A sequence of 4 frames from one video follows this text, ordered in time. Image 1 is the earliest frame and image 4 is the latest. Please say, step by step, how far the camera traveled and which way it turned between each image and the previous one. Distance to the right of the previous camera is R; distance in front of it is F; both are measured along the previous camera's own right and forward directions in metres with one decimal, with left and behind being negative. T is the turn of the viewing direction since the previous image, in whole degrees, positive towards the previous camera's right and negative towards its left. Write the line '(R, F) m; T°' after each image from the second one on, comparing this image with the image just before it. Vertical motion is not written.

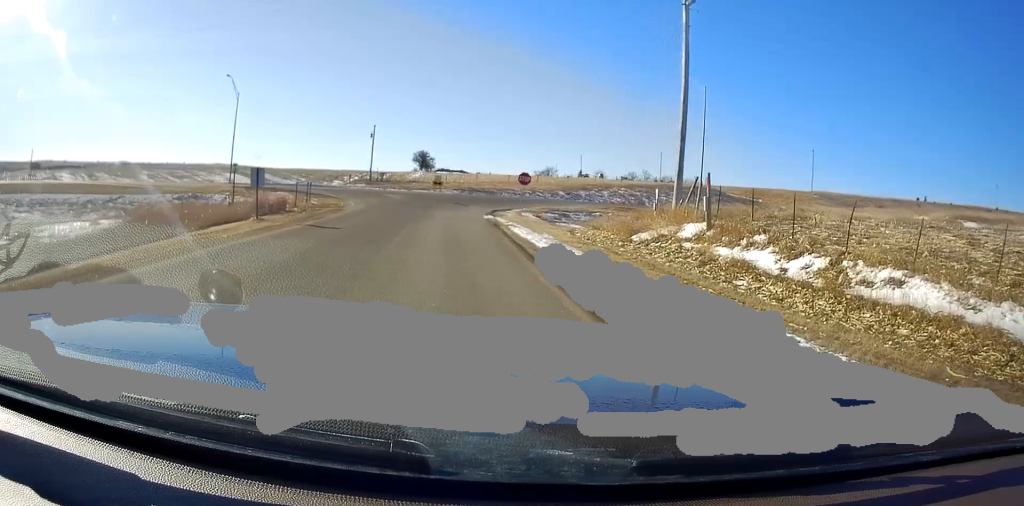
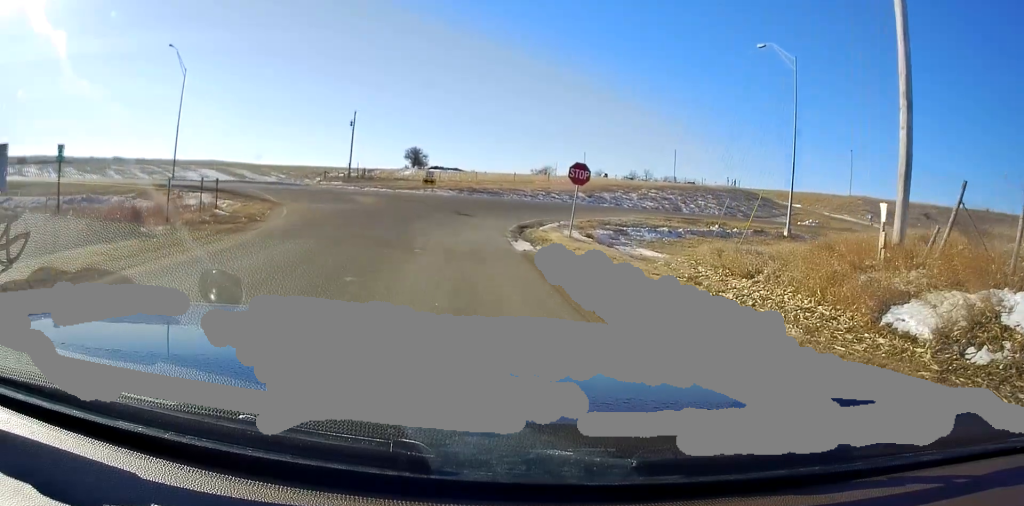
(0.0, +16.6) m; -3°
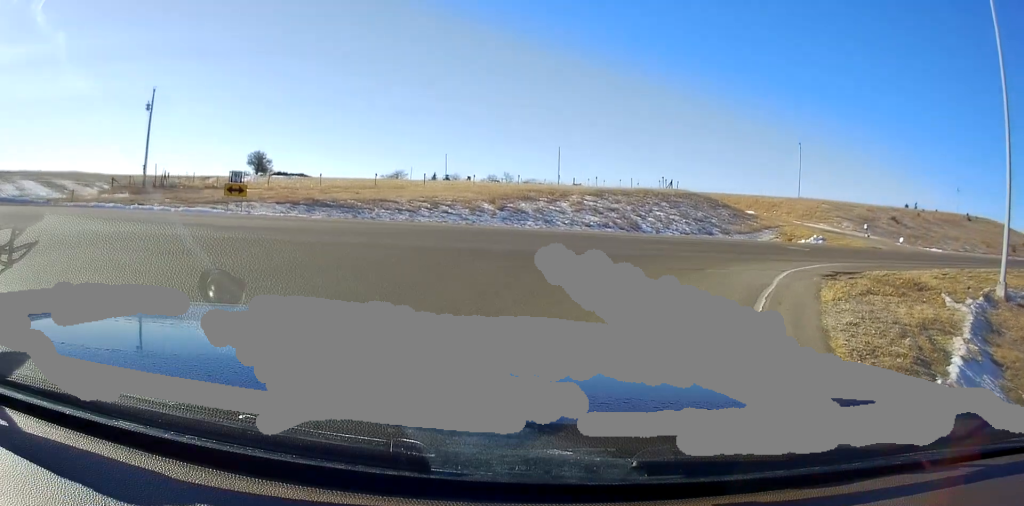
(+1.7, +31.1) m; +12°
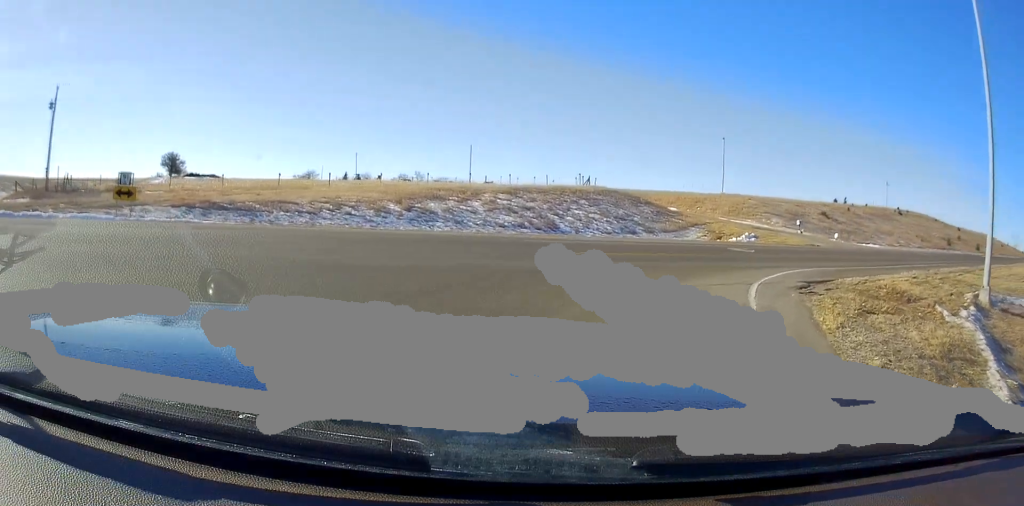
(-0.1, +4.3) m; +7°
